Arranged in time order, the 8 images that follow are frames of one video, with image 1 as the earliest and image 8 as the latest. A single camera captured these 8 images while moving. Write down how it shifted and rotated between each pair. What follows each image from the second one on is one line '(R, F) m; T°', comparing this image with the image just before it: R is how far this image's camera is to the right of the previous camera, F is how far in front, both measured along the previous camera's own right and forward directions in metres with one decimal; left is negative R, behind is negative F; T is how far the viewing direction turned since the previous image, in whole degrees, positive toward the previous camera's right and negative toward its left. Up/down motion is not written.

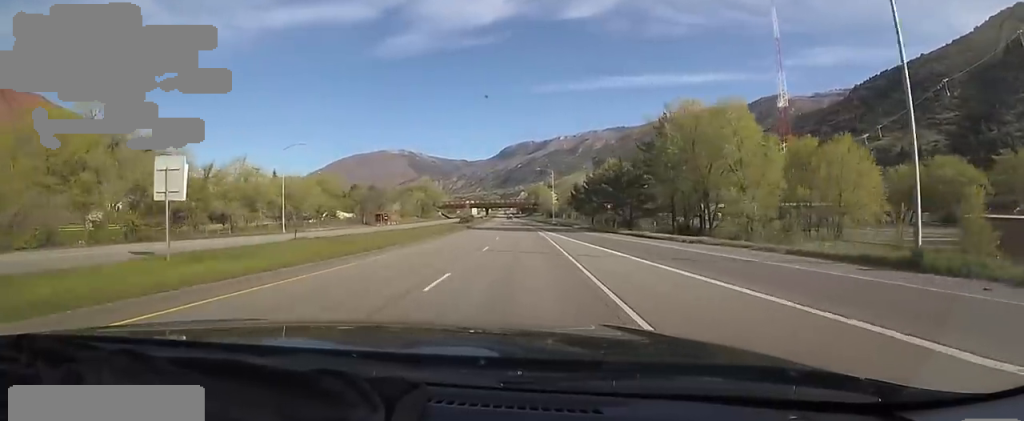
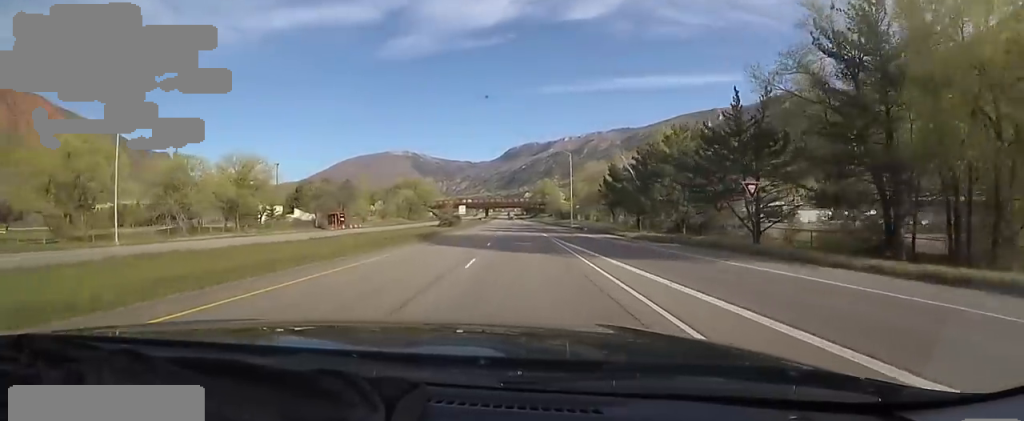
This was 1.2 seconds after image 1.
(+1.6, +32.8) m; +2°
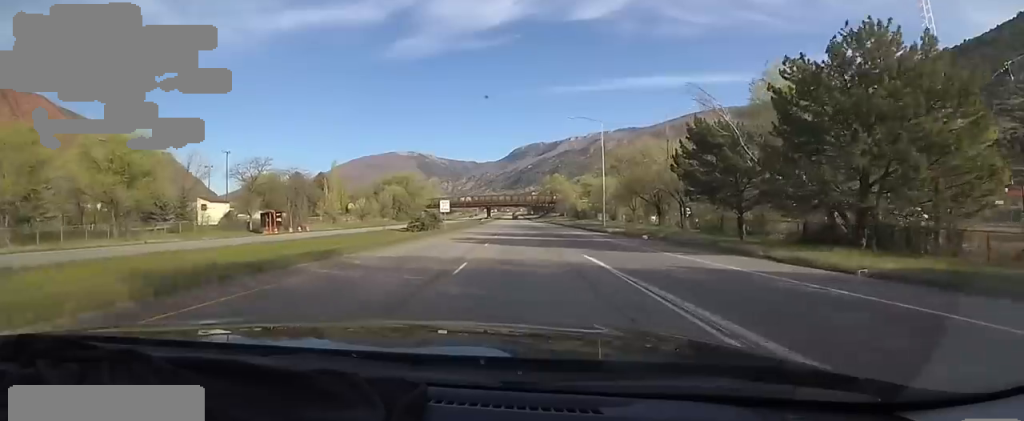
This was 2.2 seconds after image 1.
(-0.9, +25.8) m; -2°
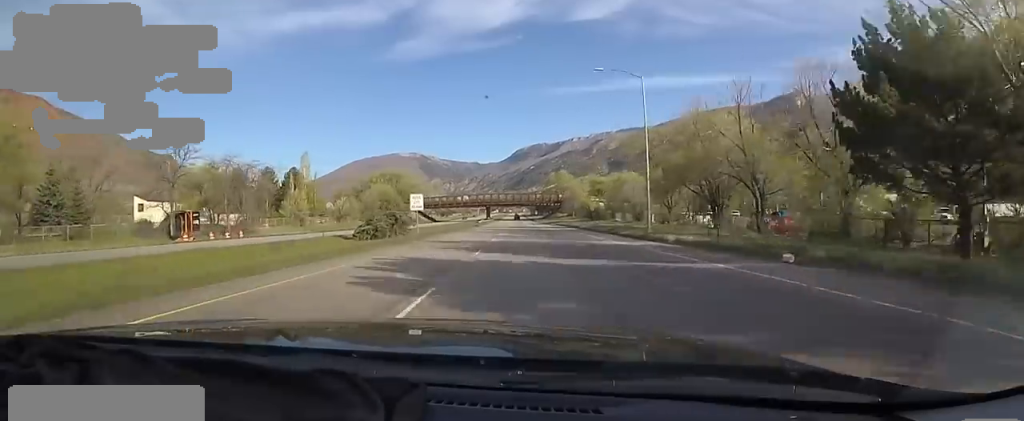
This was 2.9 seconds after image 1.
(+0.1, +17.9) m; -1°
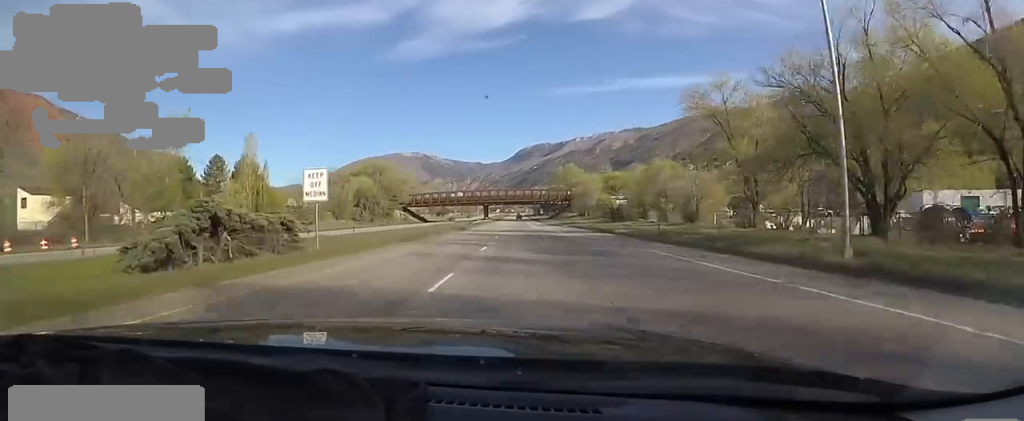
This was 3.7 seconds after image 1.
(-0.4, +22.3) m; -1°
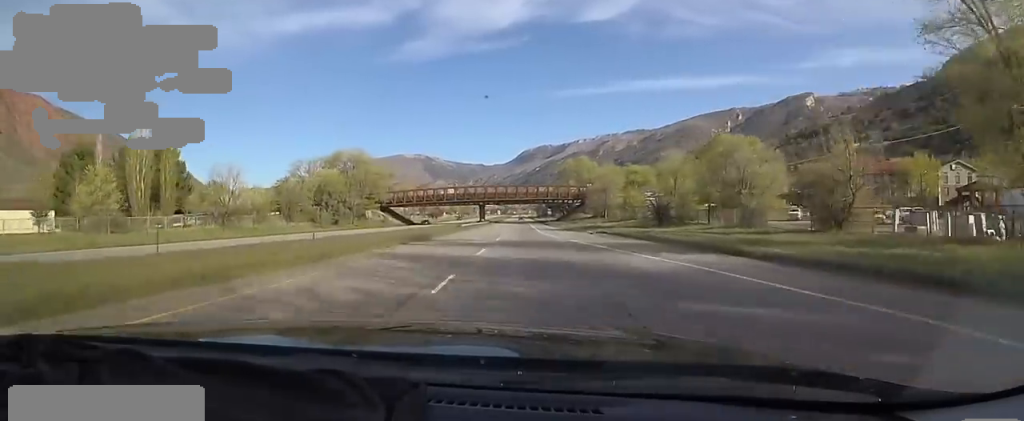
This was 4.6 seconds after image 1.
(-0.1, +24.9) m; +1°
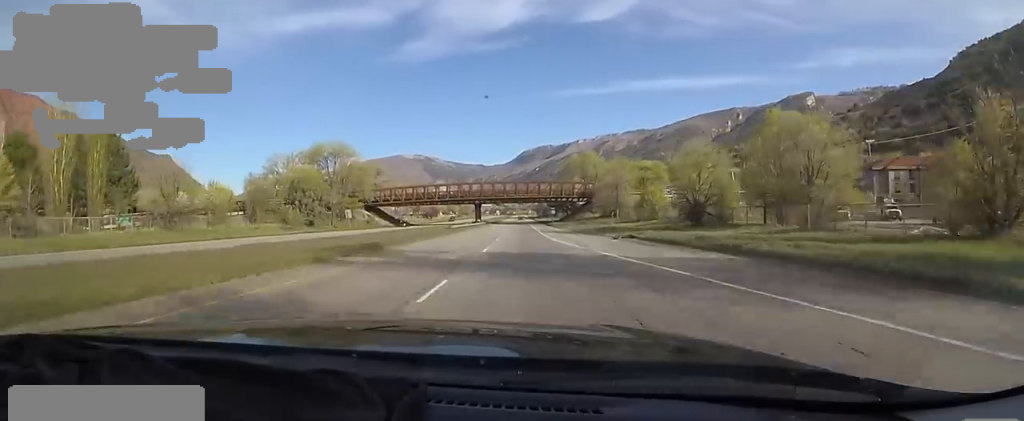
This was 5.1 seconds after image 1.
(+0.2, +11.6) m; +1°
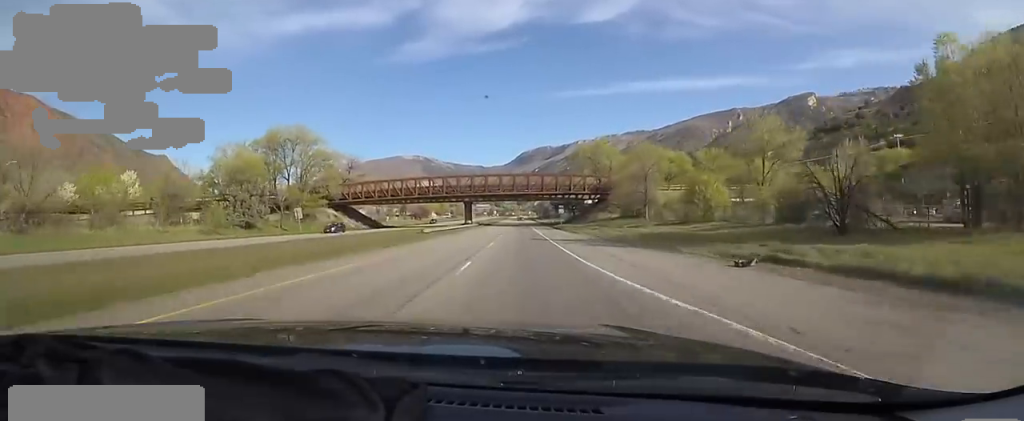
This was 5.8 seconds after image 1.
(+0.2, +19.9) m; -1°
